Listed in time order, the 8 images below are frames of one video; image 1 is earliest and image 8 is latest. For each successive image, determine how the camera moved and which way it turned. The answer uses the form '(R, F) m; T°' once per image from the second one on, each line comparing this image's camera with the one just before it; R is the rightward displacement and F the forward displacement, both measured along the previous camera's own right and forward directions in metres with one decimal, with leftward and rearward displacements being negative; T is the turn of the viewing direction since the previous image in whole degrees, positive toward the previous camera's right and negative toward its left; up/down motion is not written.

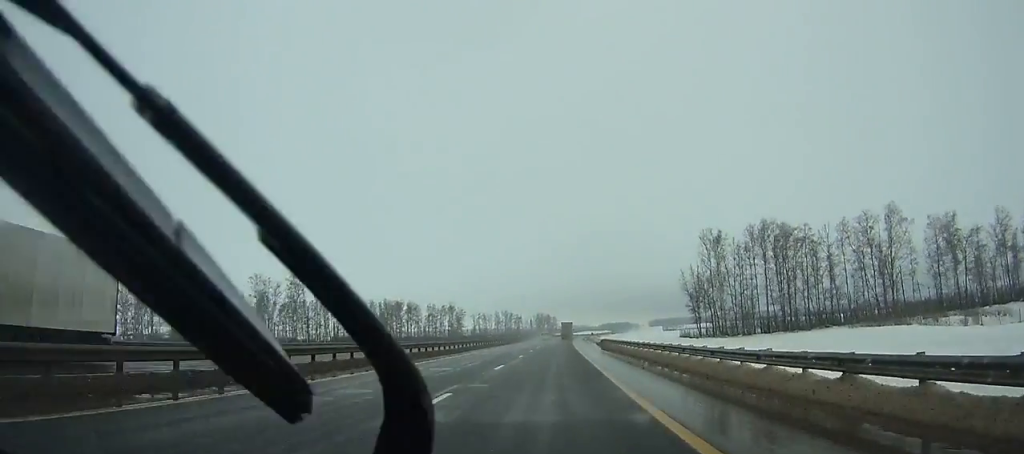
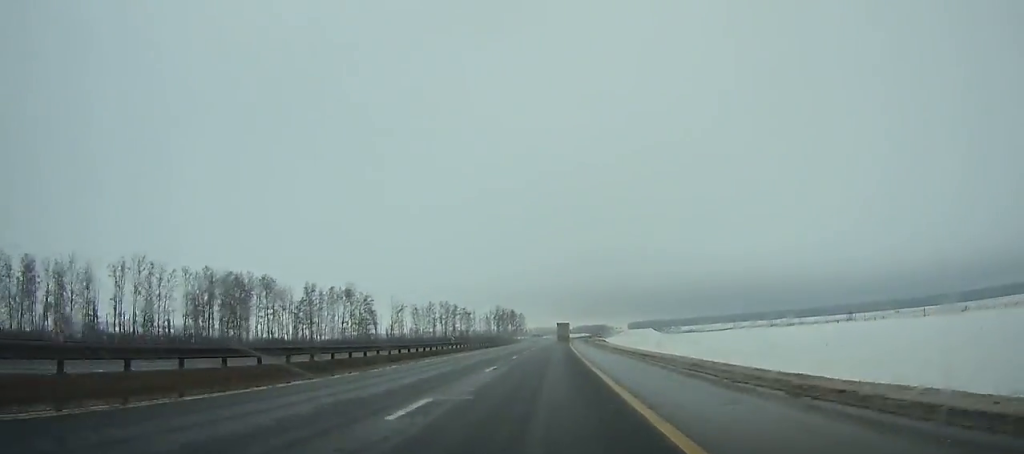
(+3.2, +144.2) m; +3°
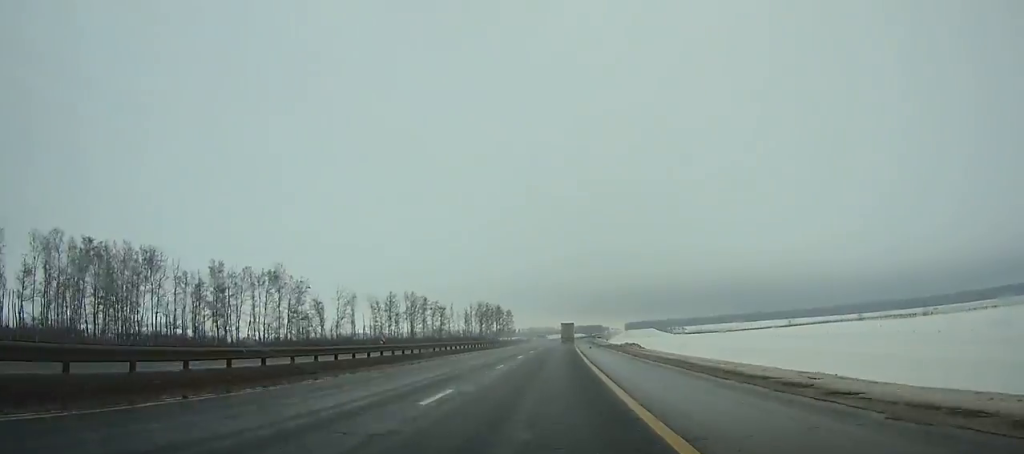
(+0.4, +57.7) m; +1°
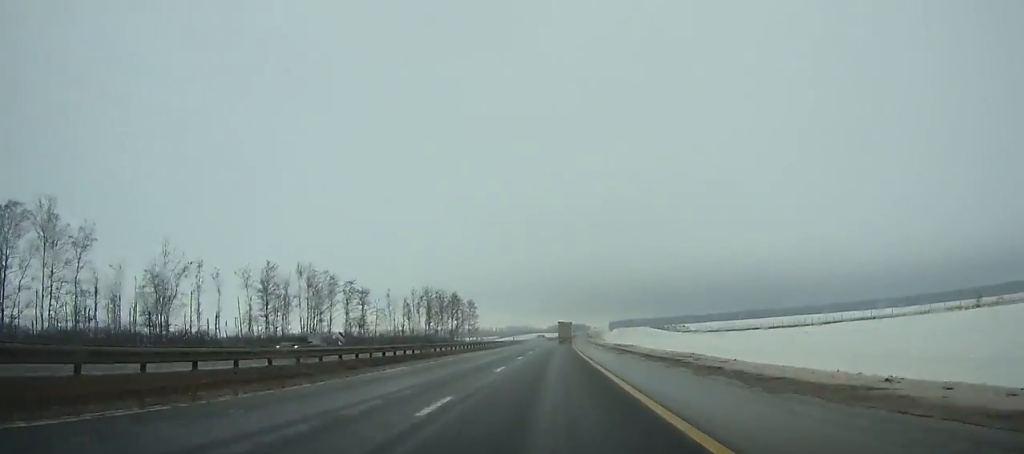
(+1.2, +85.6) m; +2°
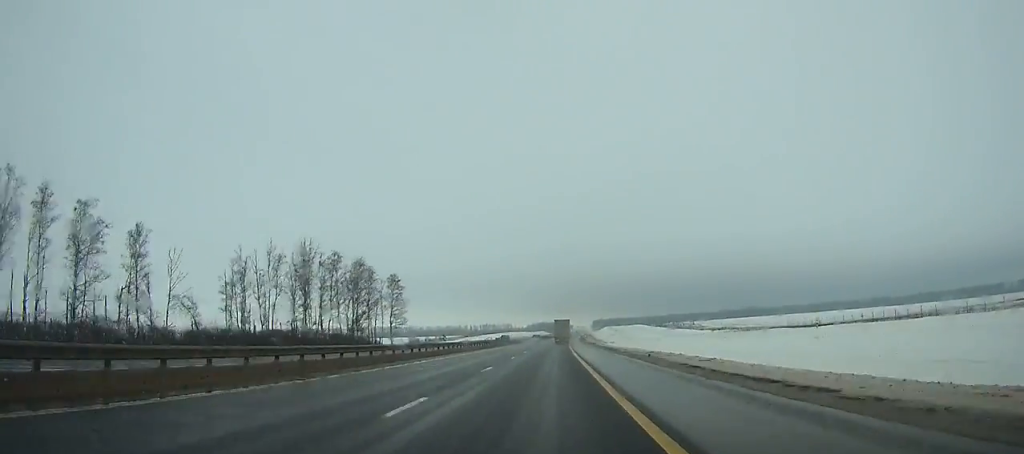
(+1.5, +94.6) m; +2°
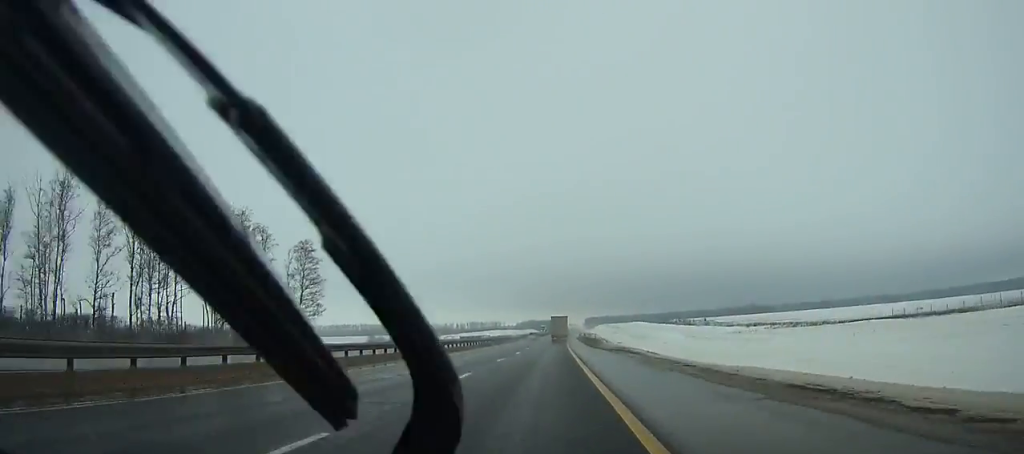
(+0.5, +53.2) m; +1°
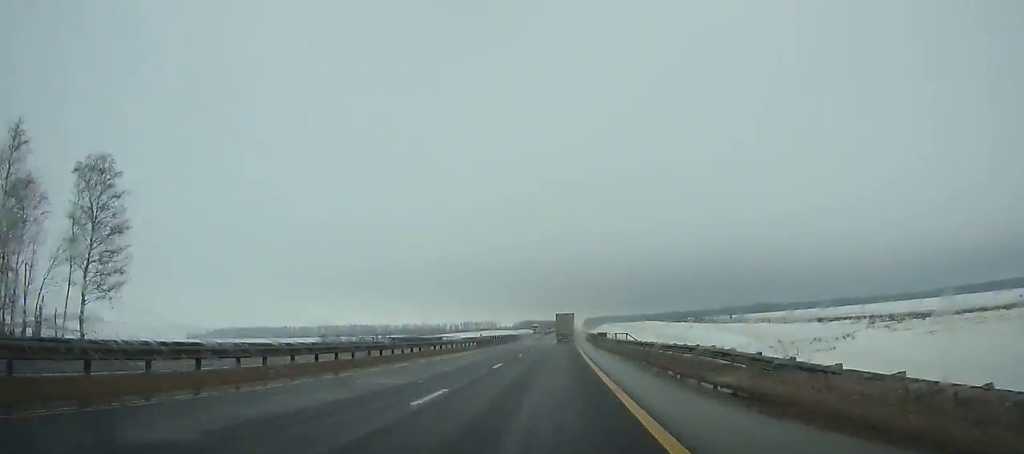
(+0.3, +53.2) m; +1°
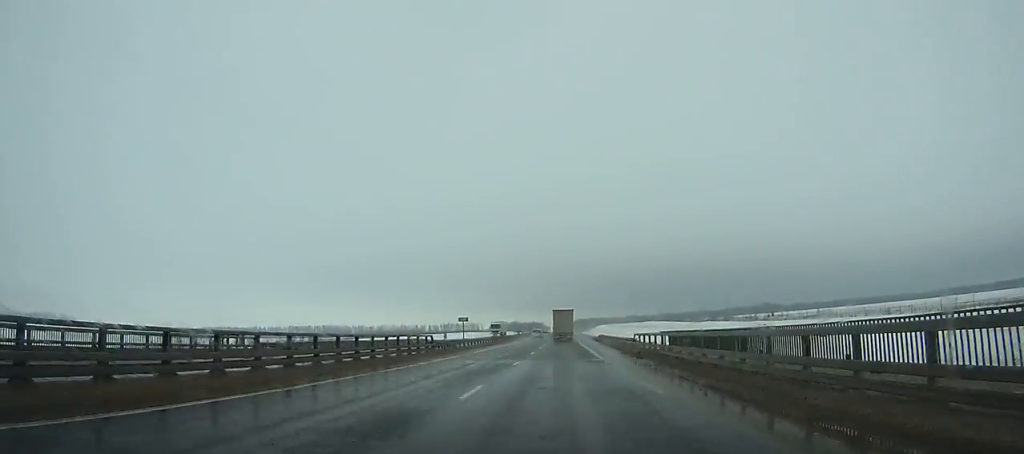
(+0.4, +70.0) m; +1°
